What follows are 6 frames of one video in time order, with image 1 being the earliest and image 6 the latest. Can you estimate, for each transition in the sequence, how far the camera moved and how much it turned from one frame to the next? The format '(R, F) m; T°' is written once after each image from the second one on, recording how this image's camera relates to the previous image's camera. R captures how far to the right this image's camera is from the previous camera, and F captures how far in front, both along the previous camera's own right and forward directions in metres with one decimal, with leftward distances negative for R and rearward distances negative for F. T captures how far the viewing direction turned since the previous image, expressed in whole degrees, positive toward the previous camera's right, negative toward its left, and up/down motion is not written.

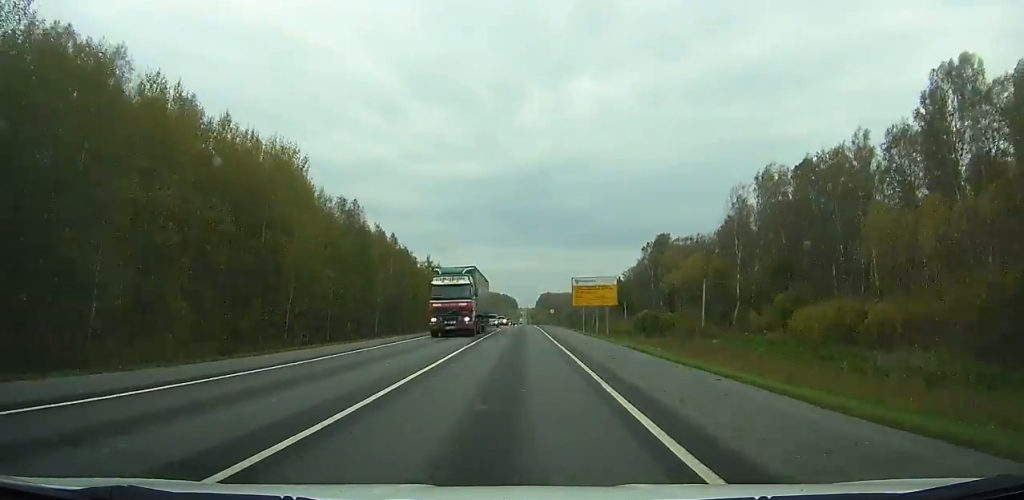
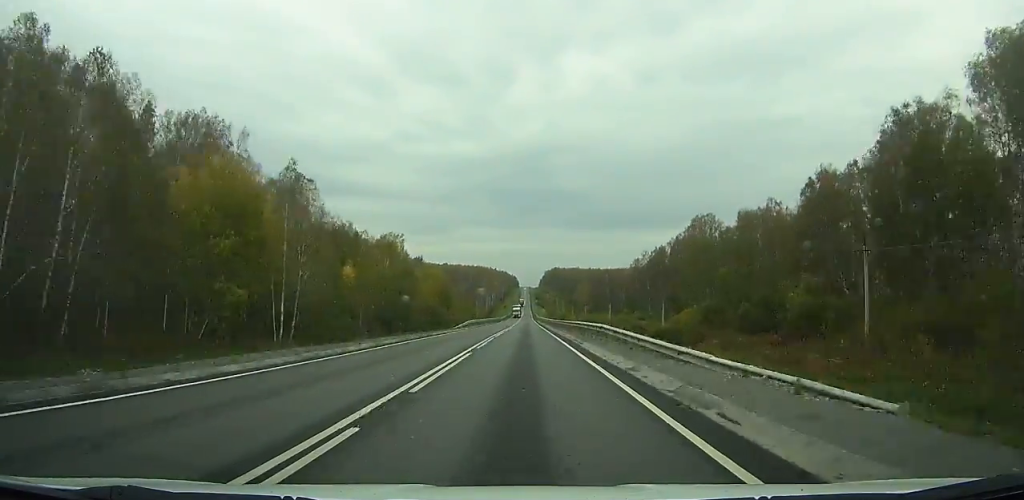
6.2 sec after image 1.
(-0.1, +165.3) m; 0°
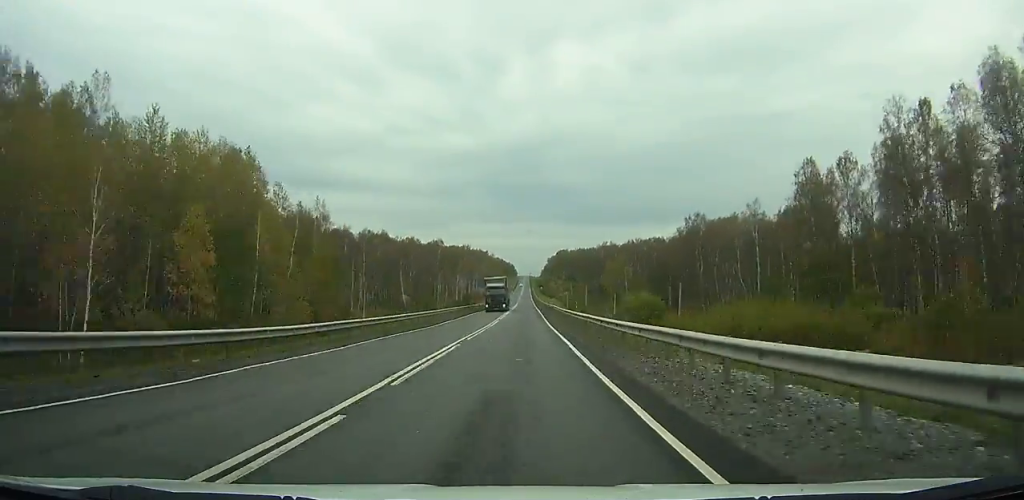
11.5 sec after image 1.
(0.0, +144.5) m; 0°
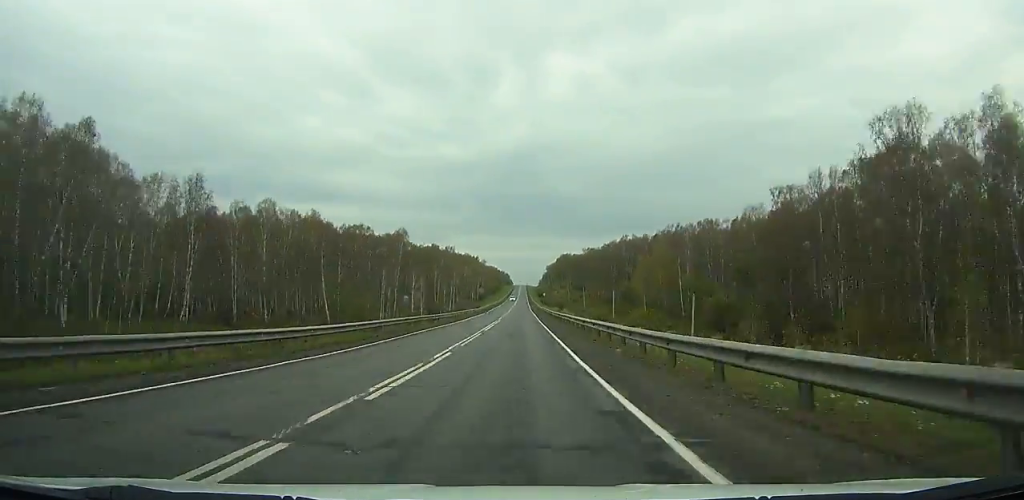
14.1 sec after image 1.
(+0.1, +71.3) m; 0°
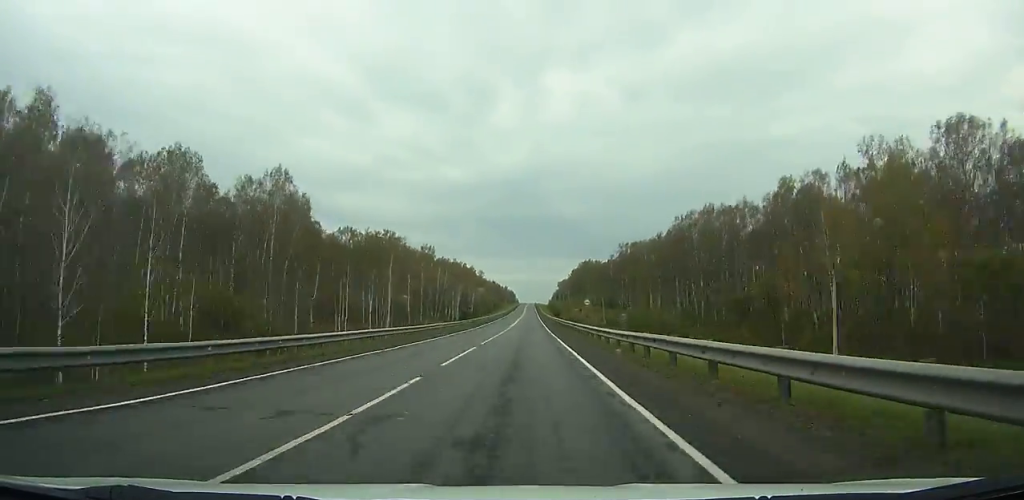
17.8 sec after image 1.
(0.0, +101.3) m; 0°
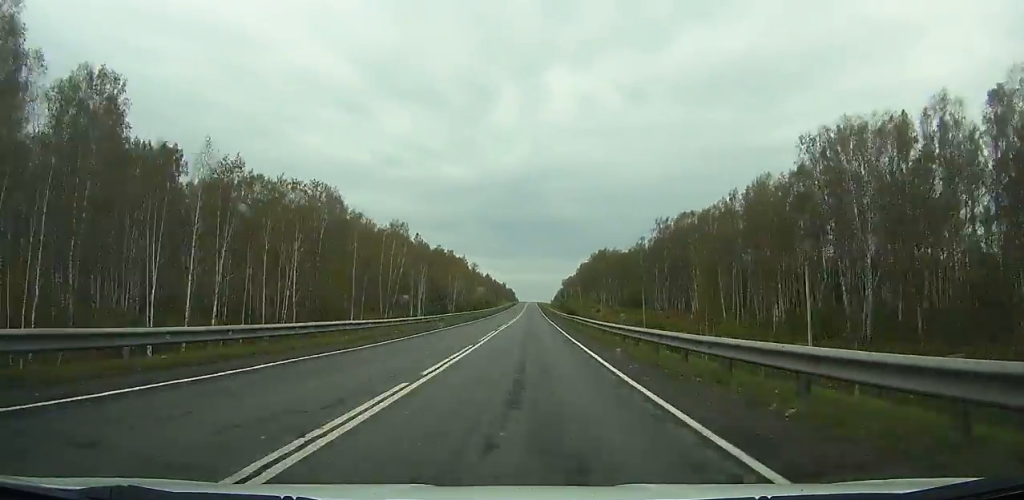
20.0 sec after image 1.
(0.0, +59.6) m; 0°
